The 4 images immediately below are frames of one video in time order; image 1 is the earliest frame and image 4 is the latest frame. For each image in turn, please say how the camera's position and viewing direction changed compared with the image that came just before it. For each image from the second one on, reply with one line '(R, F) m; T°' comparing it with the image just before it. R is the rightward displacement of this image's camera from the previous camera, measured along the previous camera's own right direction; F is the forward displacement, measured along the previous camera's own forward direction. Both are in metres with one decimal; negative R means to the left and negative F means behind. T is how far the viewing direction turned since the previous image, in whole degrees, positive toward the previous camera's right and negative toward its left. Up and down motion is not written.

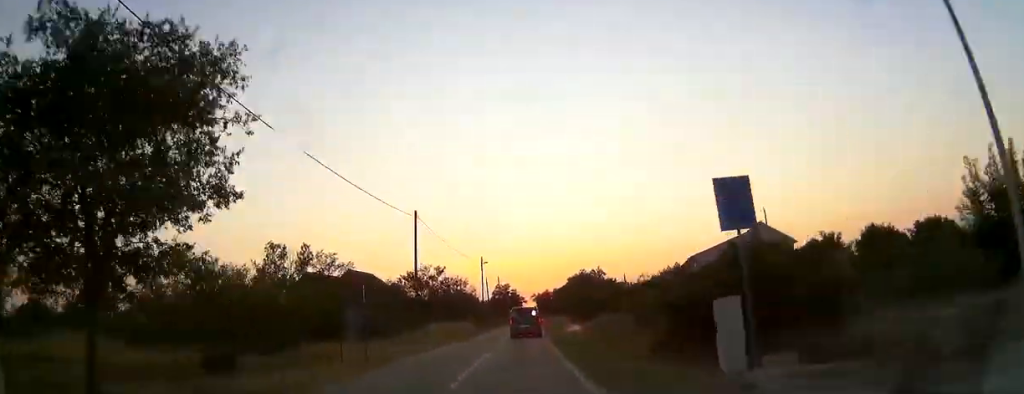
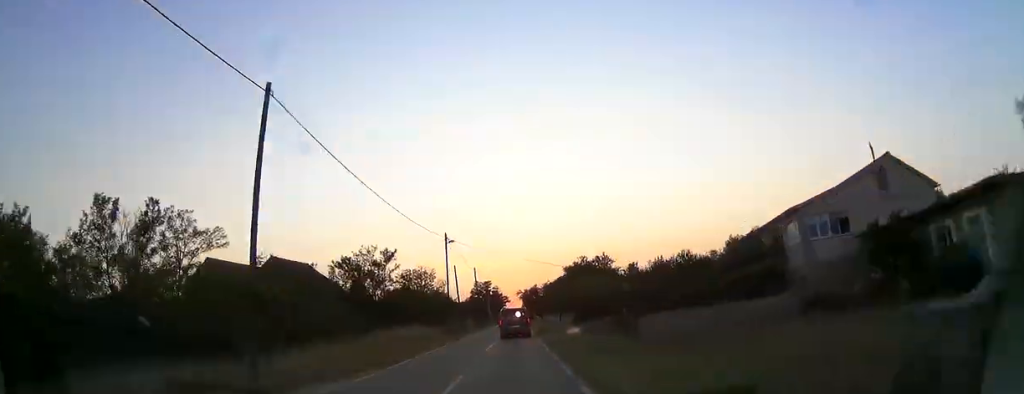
(0.0, +19.6) m; +2°
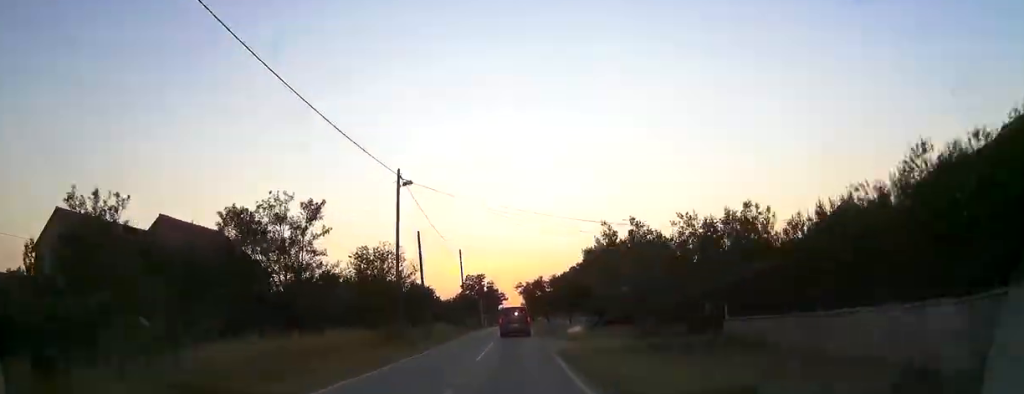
(+0.6, +18.8) m; +1°
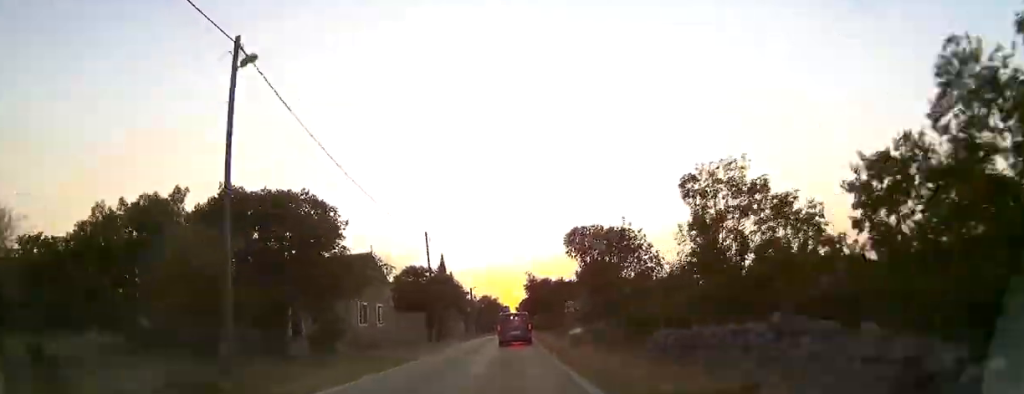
(-0.1, +137.7) m; -1°
